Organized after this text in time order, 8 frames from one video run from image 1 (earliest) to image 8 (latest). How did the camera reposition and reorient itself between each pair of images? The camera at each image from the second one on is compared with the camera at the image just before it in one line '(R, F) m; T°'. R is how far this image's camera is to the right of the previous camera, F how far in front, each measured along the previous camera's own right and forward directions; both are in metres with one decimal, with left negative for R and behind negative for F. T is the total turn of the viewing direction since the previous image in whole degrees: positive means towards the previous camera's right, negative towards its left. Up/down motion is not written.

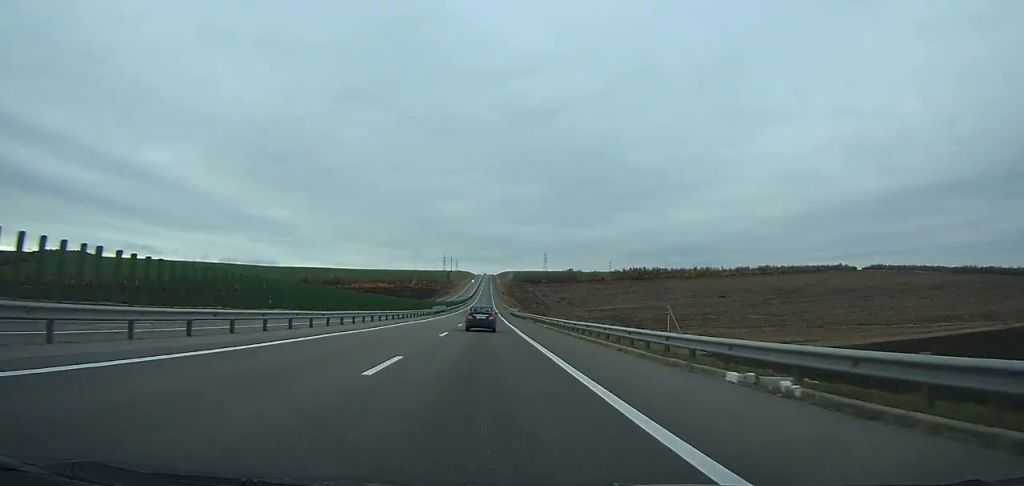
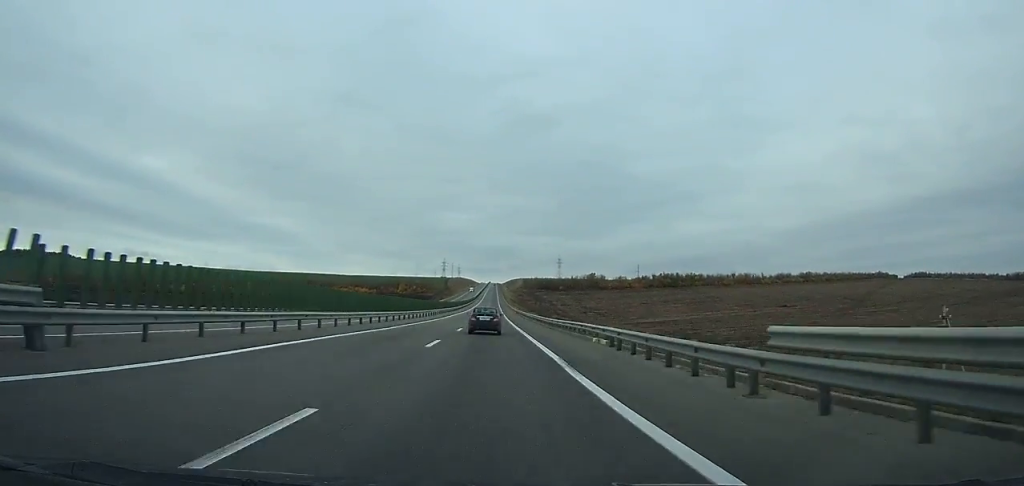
(-0.3, +105.5) m; 0°
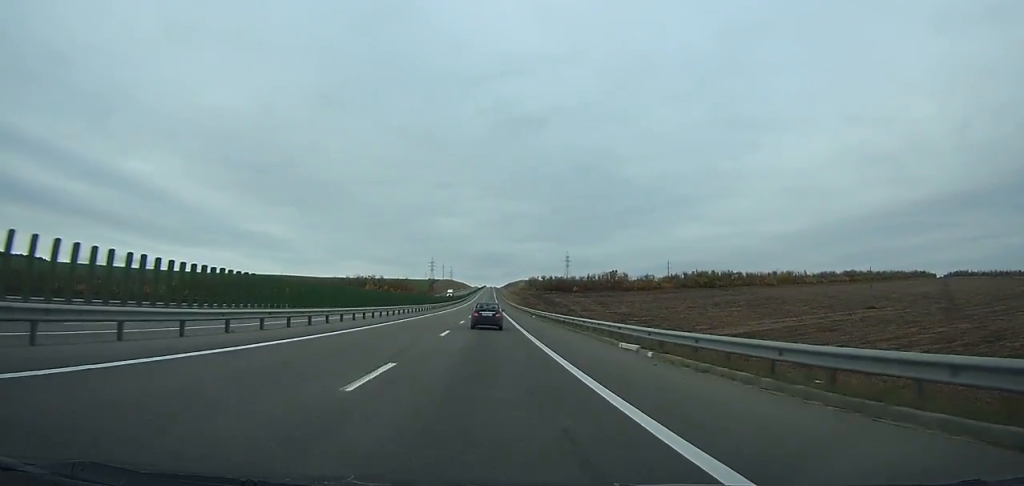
(0.0, +104.9) m; 0°
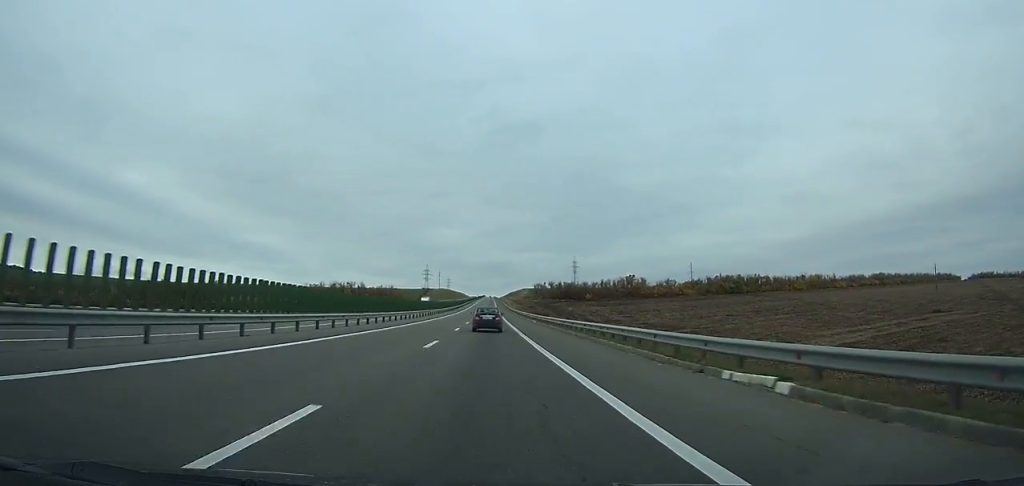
(0.0, +51.4) m; 0°
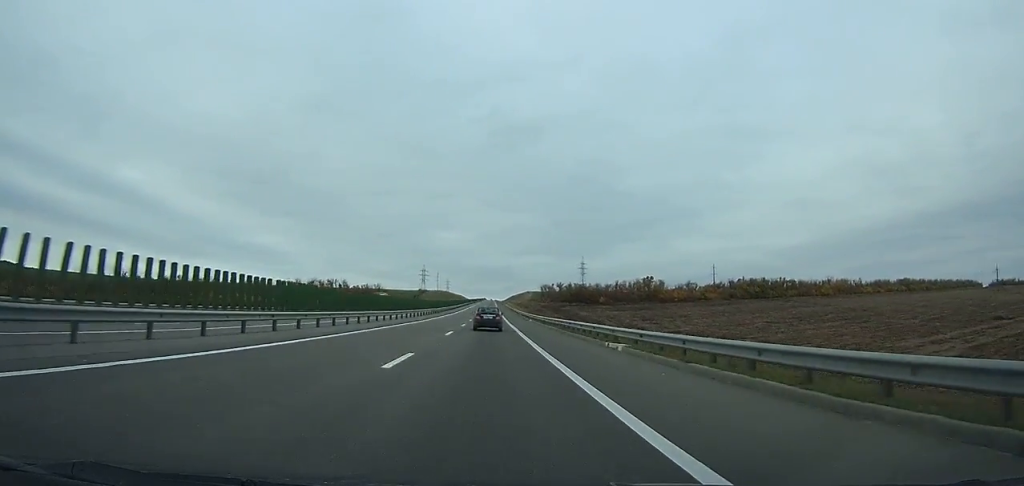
(0.0, +39.6) m; 0°
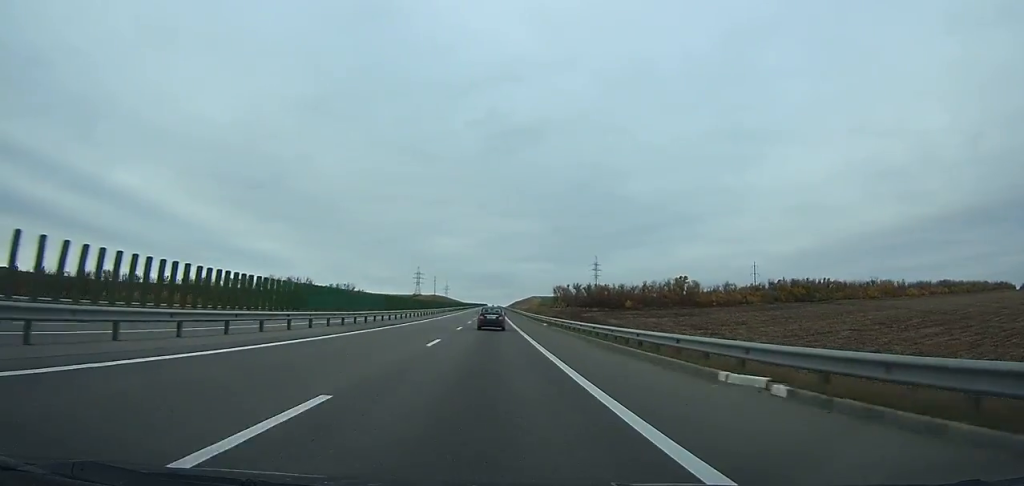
(0.0, +54.1) m; 0°
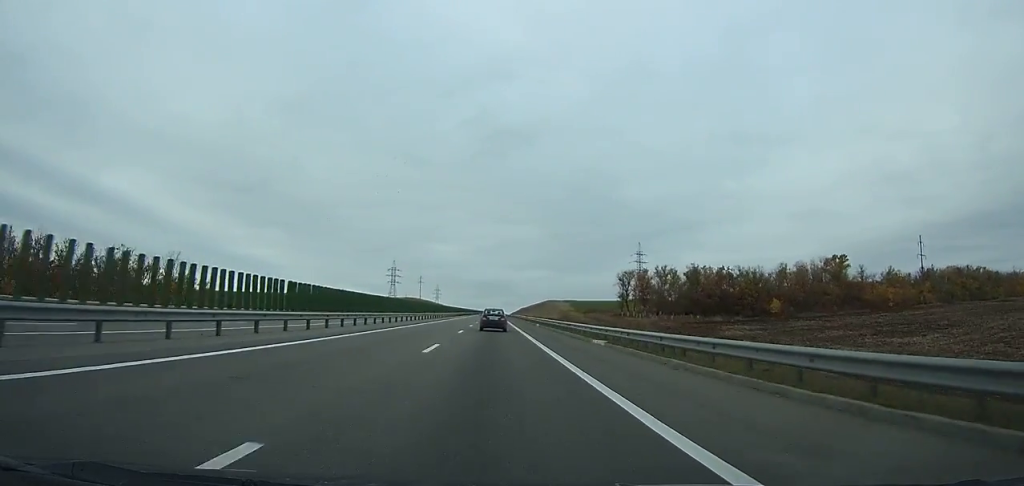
(+0.2, +128.4) m; 0°
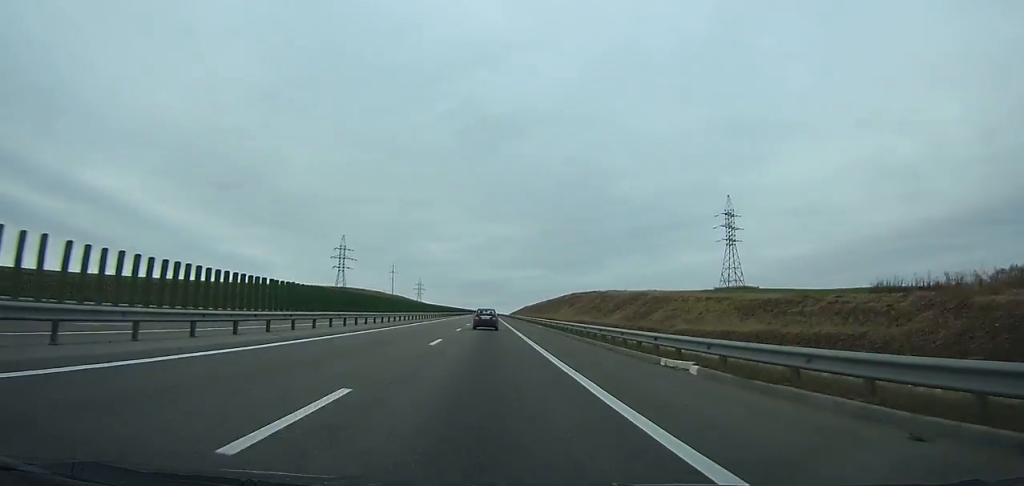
(+0.1, +127.8) m; 0°
